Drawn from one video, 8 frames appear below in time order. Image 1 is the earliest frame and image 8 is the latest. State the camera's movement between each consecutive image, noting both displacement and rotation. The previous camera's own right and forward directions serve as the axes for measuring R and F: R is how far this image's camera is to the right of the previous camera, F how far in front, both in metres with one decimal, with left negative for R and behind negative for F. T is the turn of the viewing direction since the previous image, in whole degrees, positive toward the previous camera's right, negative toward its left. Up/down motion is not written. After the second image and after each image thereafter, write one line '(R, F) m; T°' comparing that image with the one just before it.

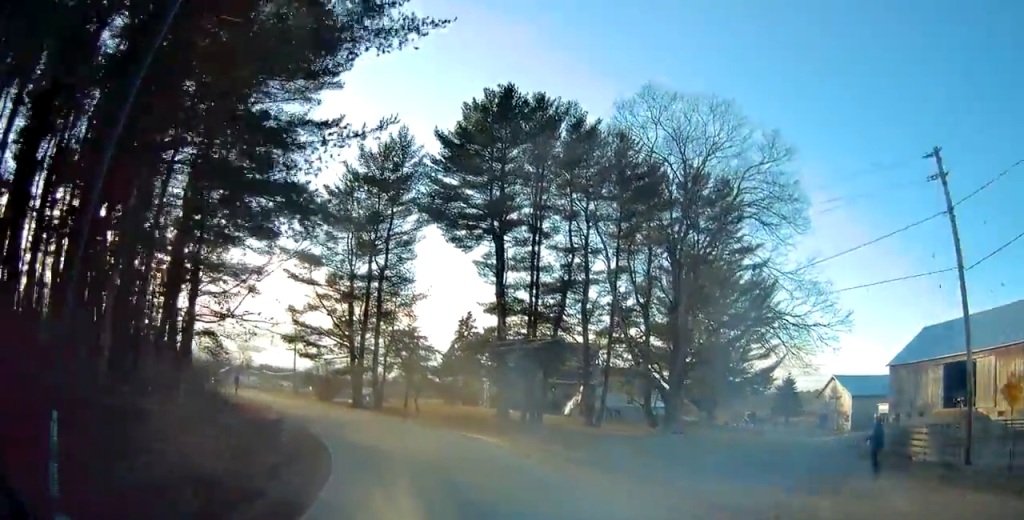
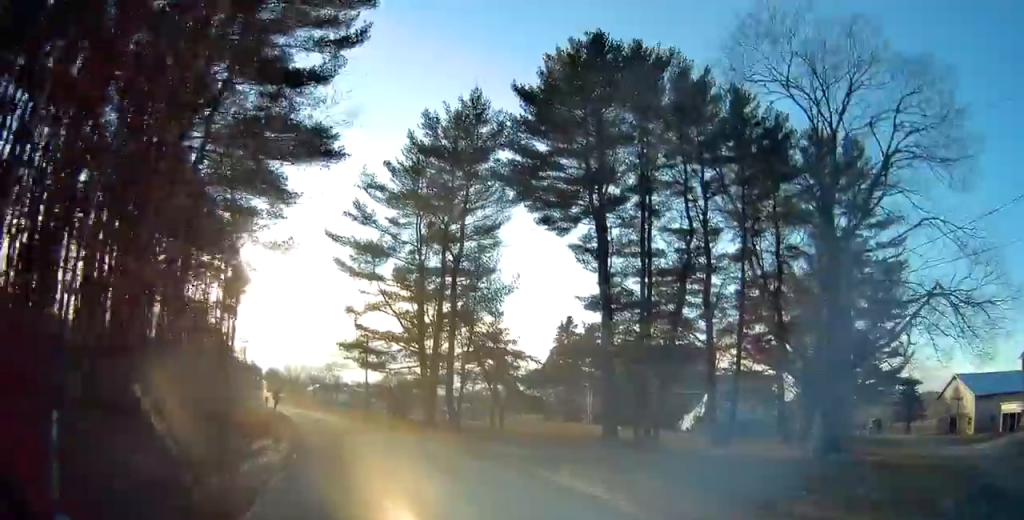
(-1.6, +8.4) m; -15°
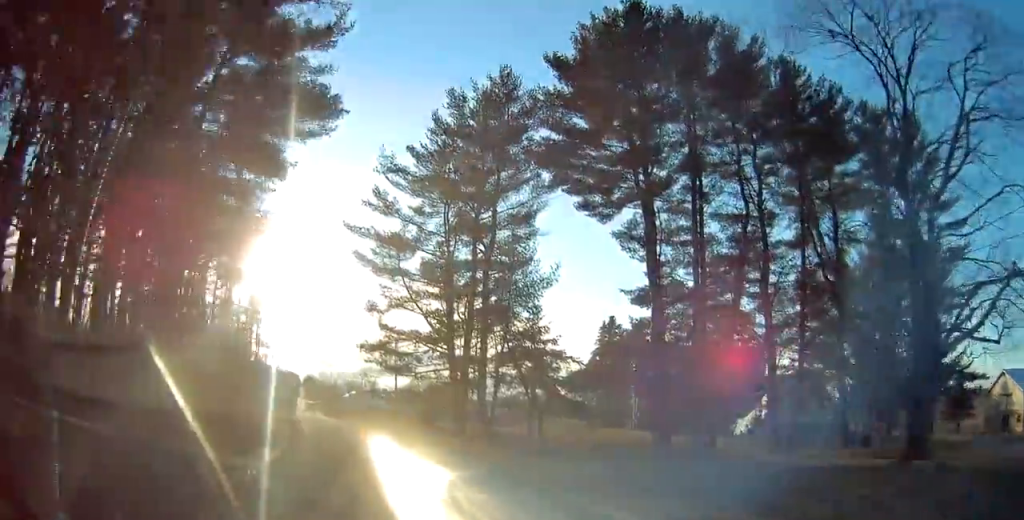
(-0.2, +3.9) m; -2°
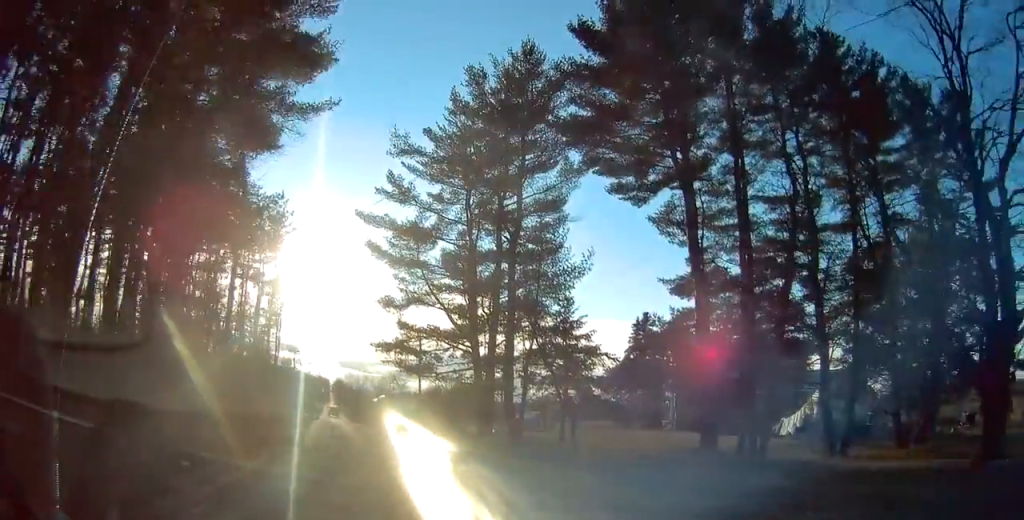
(0.0, +3.1) m; -2°
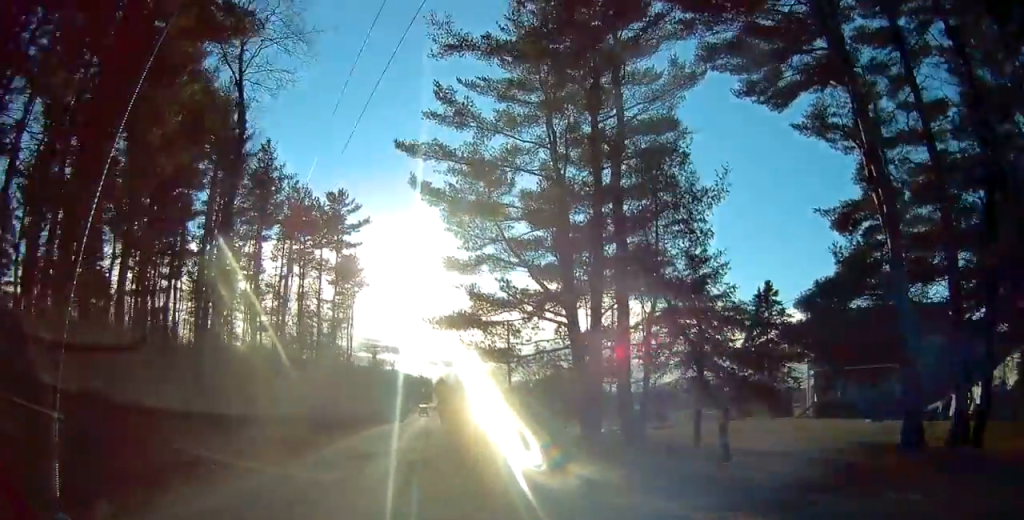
(-0.6, +10.1) m; -11°
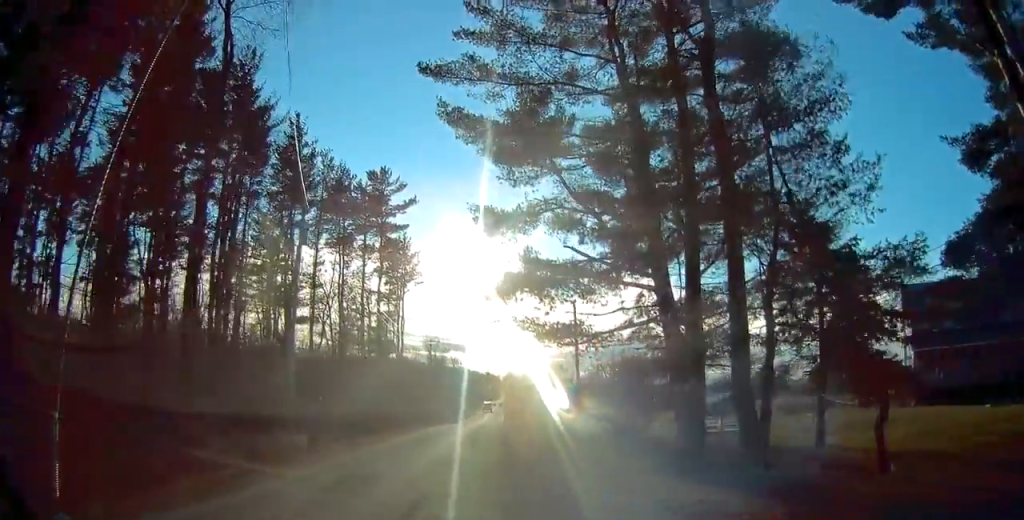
(-0.5, +6.1) m; -7°
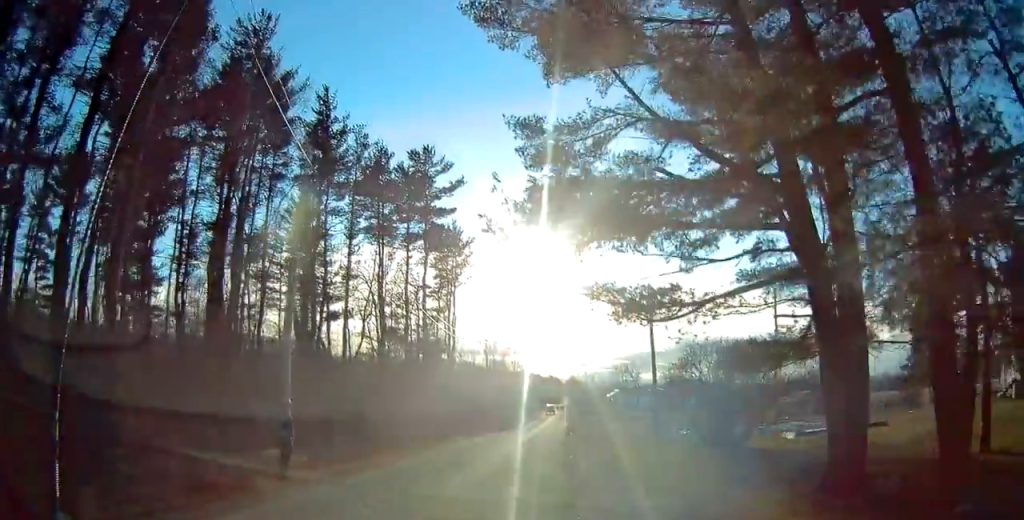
(-0.3, +6.0) m; -3°
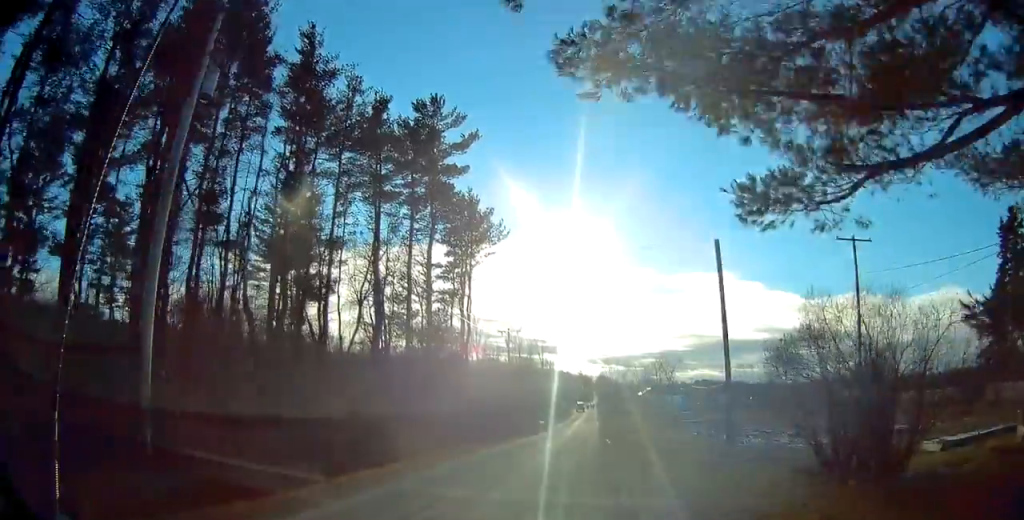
(-0.2, +8.4) m; -6°
